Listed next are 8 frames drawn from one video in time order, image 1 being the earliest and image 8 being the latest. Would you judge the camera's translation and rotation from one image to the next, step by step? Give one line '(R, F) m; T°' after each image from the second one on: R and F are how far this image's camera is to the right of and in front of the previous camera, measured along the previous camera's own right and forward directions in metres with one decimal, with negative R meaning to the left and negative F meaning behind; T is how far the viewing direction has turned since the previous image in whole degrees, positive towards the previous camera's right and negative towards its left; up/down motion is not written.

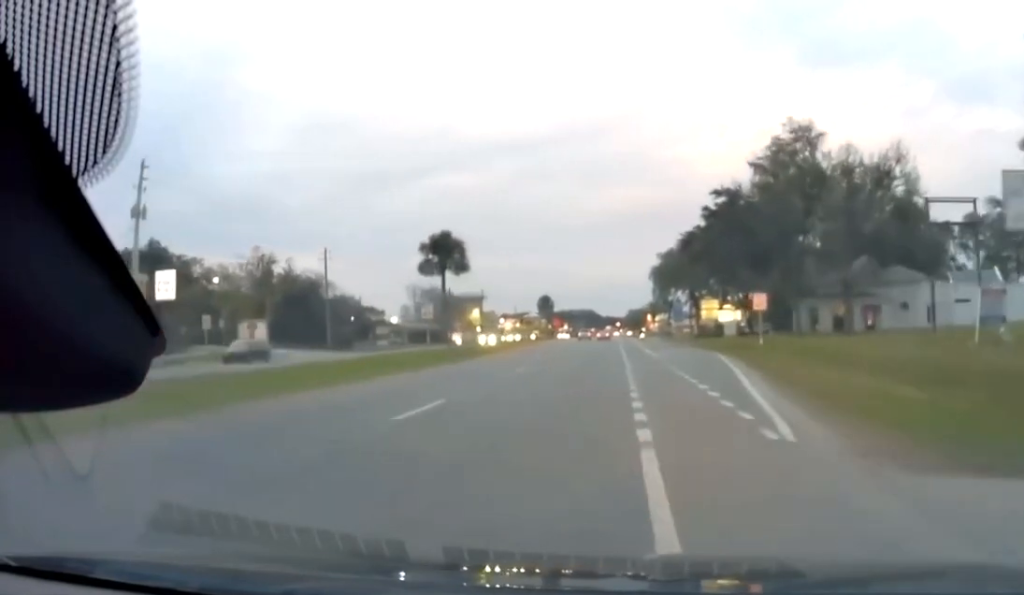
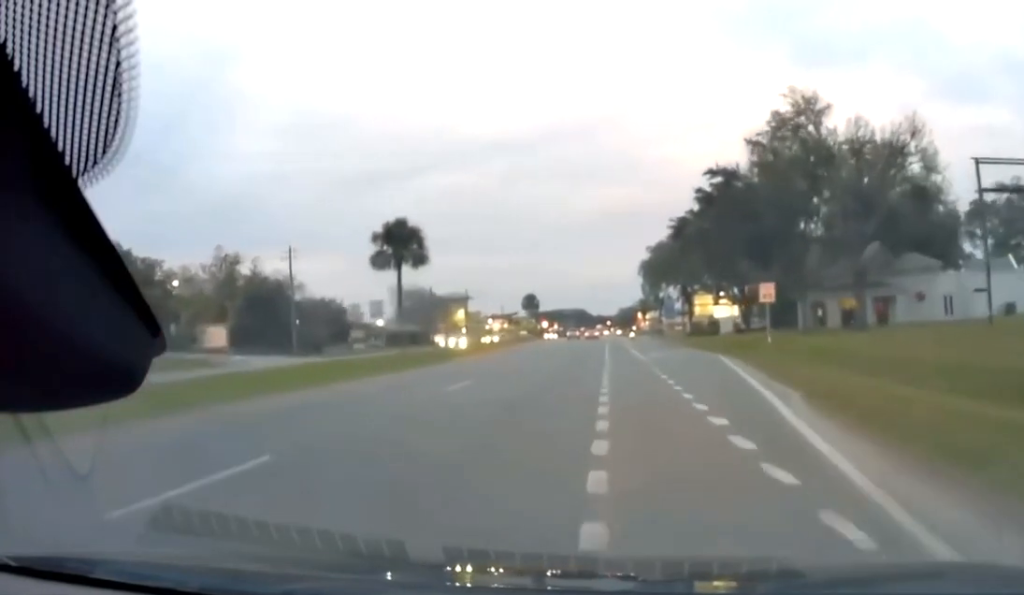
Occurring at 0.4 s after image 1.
(-0.1, +6.4) m; -1°
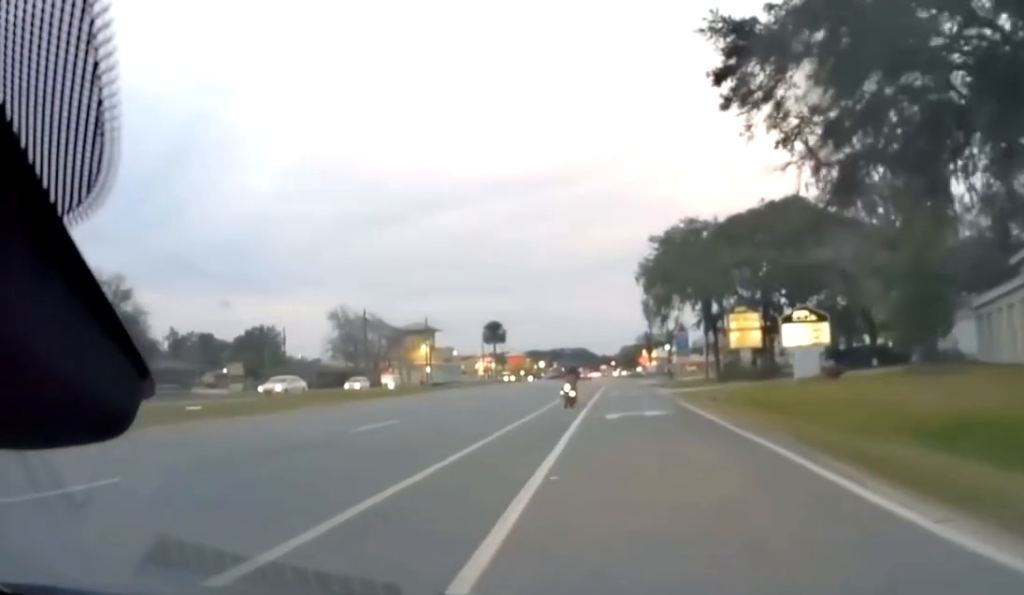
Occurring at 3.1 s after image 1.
(+0.8, +42.0) m; +1°
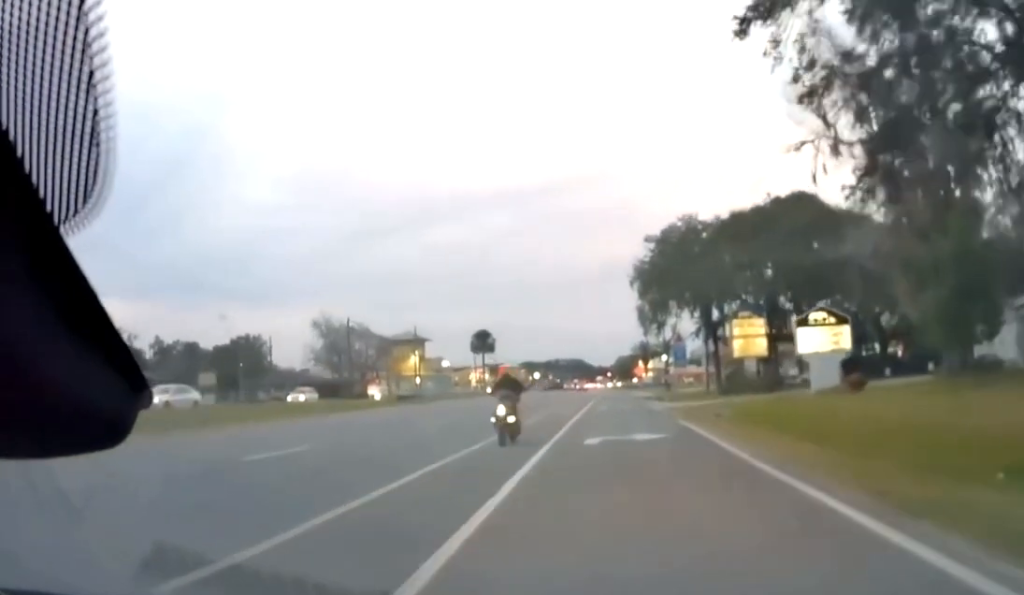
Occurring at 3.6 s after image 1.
(0.0, +7.3) m; 0°
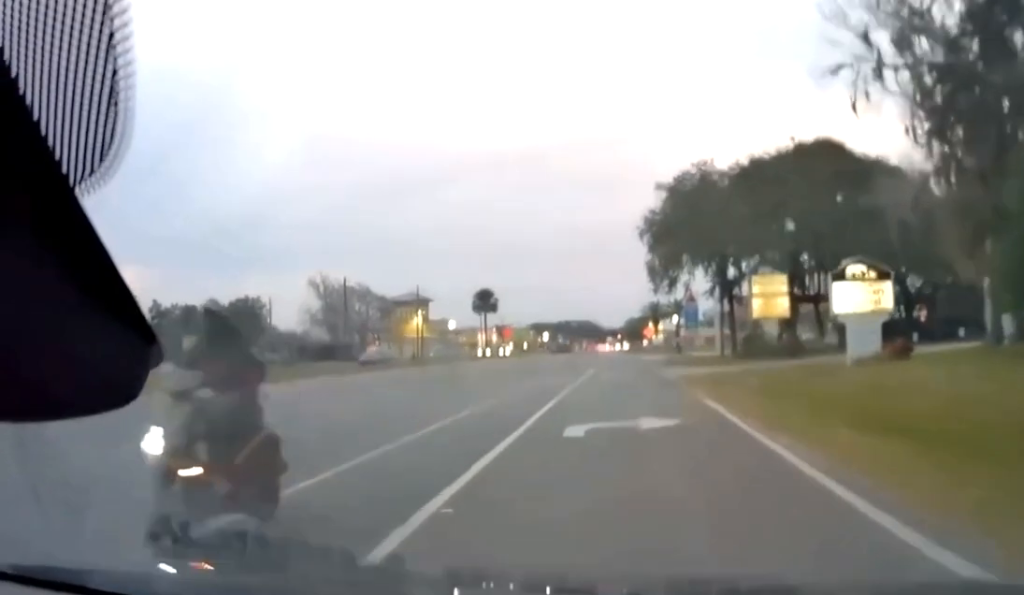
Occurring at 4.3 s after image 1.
(-0.1, +8.6) m; 0°
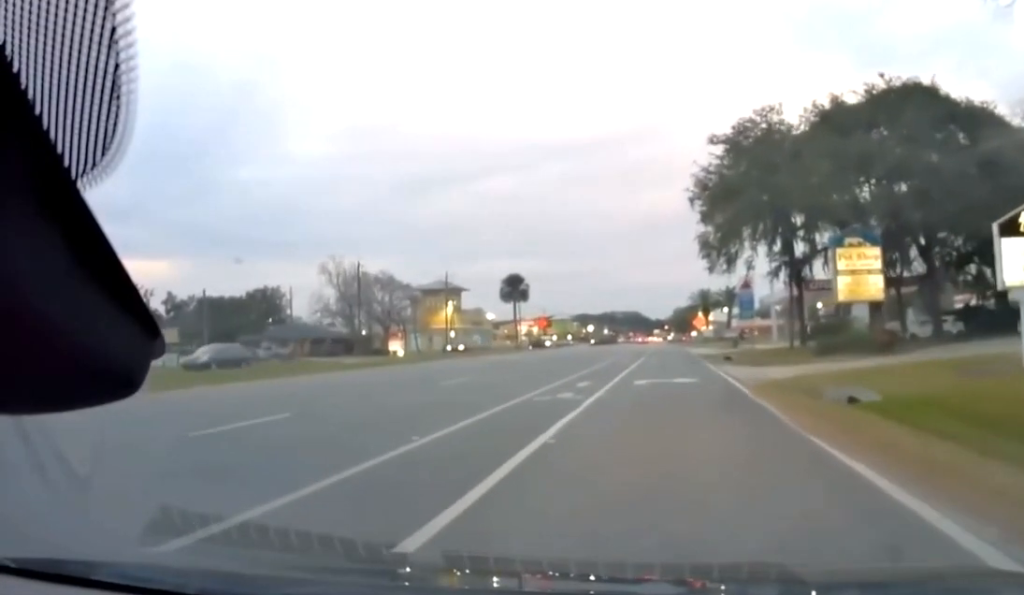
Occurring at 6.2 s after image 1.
(+0.1, +17.6) m; -3°
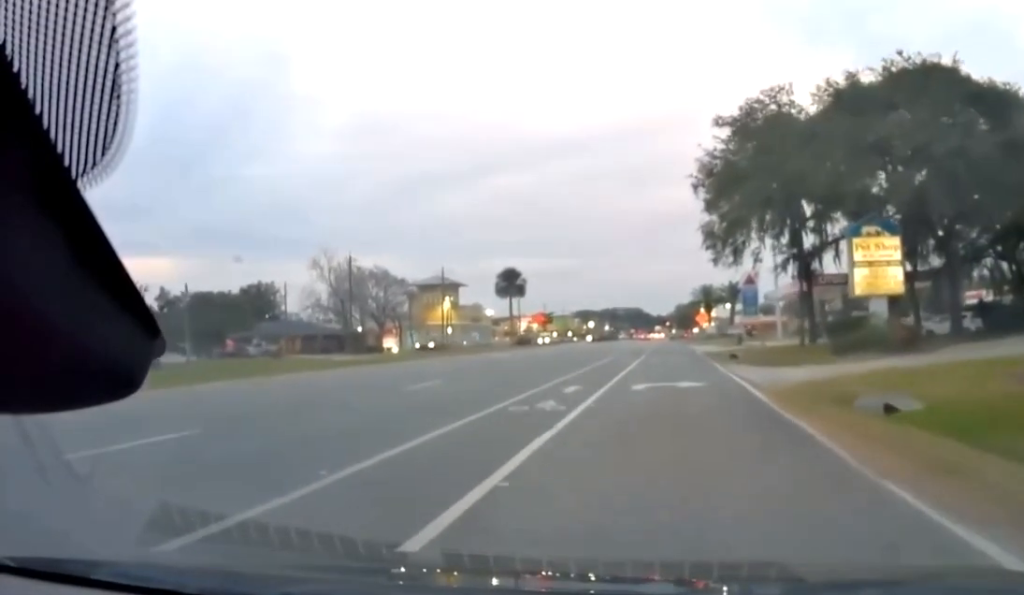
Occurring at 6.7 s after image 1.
(0.0, +3.4) m; -1°
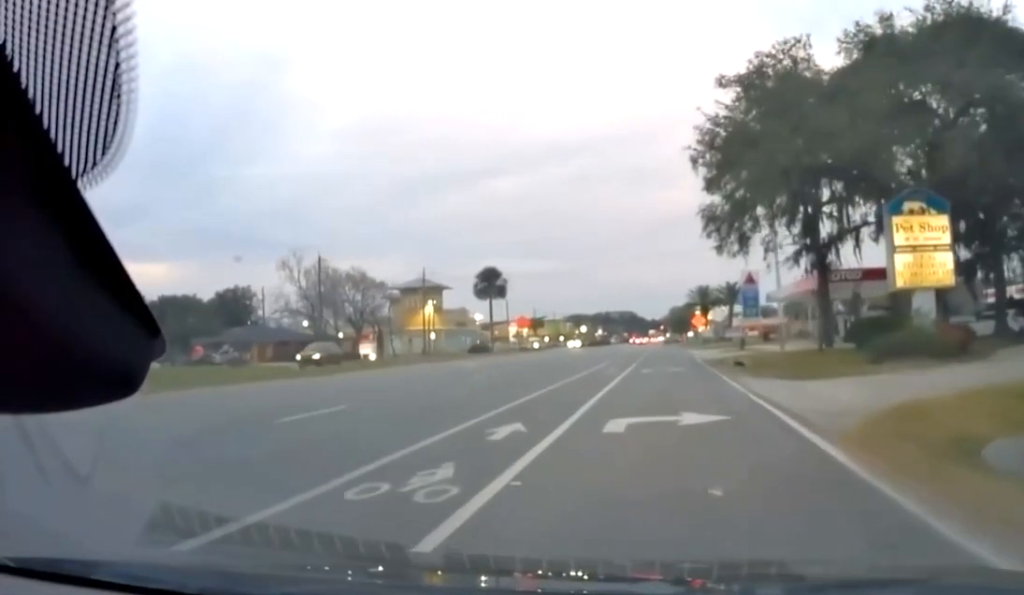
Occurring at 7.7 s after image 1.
(-0.2, +6.2) m; +2°
